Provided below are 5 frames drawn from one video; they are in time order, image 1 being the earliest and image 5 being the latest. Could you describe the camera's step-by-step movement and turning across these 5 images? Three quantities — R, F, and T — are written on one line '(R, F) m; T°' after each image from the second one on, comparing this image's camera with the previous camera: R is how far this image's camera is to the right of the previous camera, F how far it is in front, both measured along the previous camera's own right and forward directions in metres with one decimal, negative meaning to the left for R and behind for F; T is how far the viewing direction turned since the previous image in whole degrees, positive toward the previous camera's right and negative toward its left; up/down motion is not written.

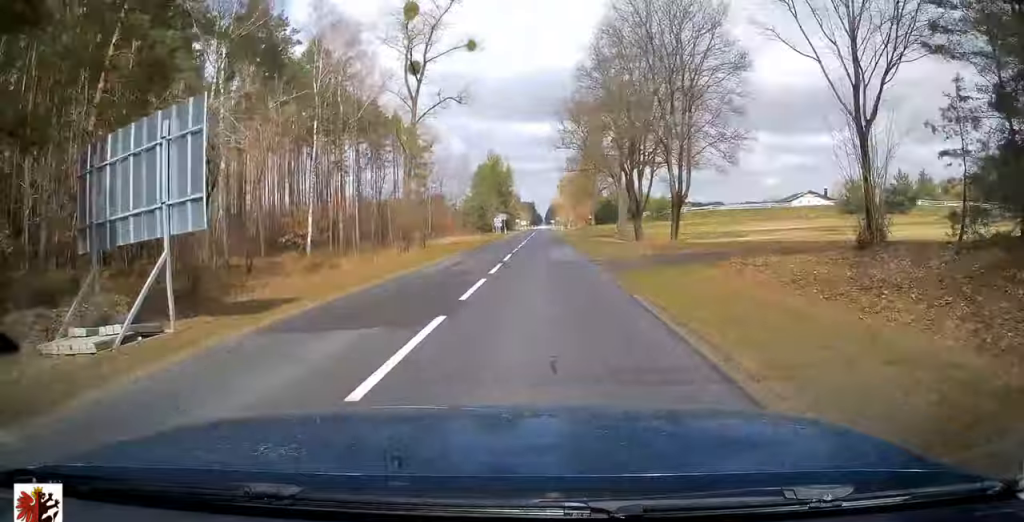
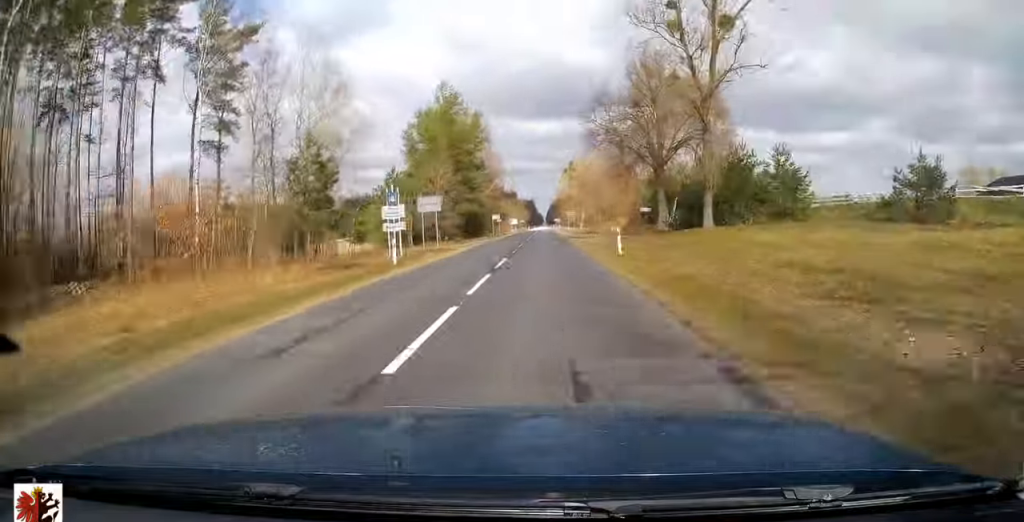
(-0.5, +71.7) m; 0°
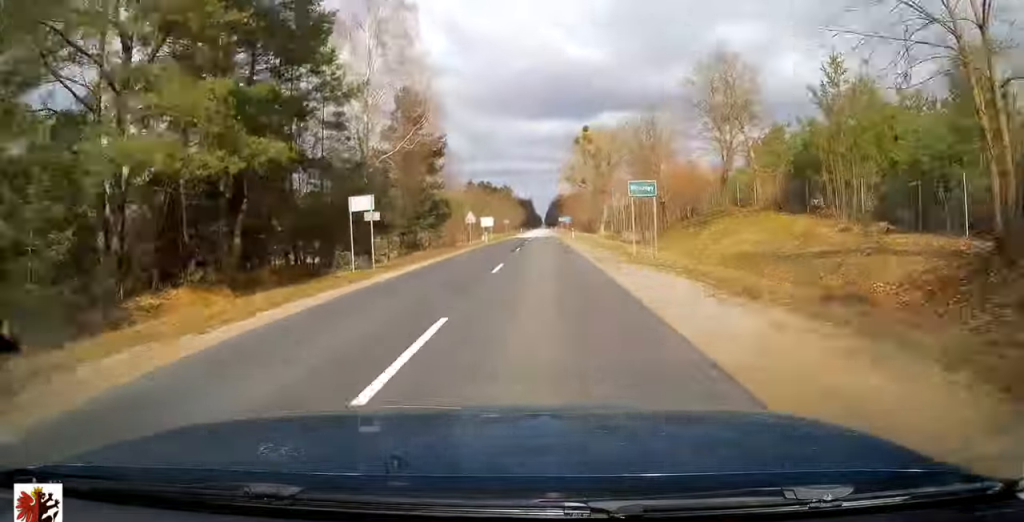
(+0.1, +61.8) m; 0°
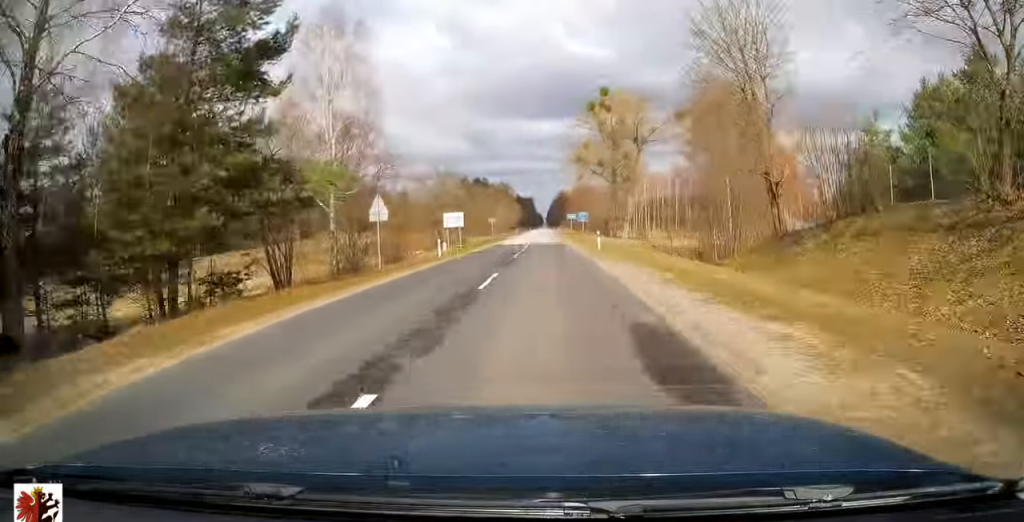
(+0.1, +29.3) m; 0°
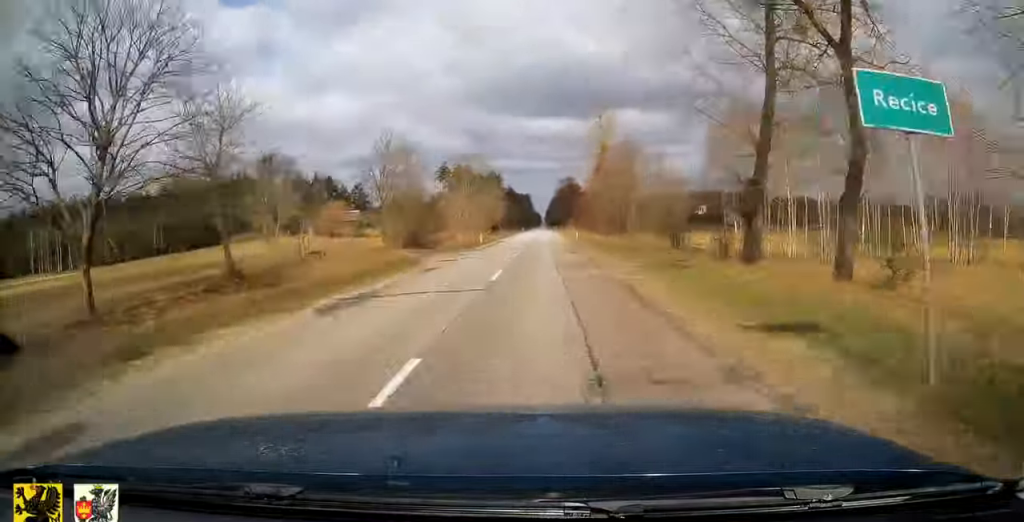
(0.0, +64.9) m; 0°
